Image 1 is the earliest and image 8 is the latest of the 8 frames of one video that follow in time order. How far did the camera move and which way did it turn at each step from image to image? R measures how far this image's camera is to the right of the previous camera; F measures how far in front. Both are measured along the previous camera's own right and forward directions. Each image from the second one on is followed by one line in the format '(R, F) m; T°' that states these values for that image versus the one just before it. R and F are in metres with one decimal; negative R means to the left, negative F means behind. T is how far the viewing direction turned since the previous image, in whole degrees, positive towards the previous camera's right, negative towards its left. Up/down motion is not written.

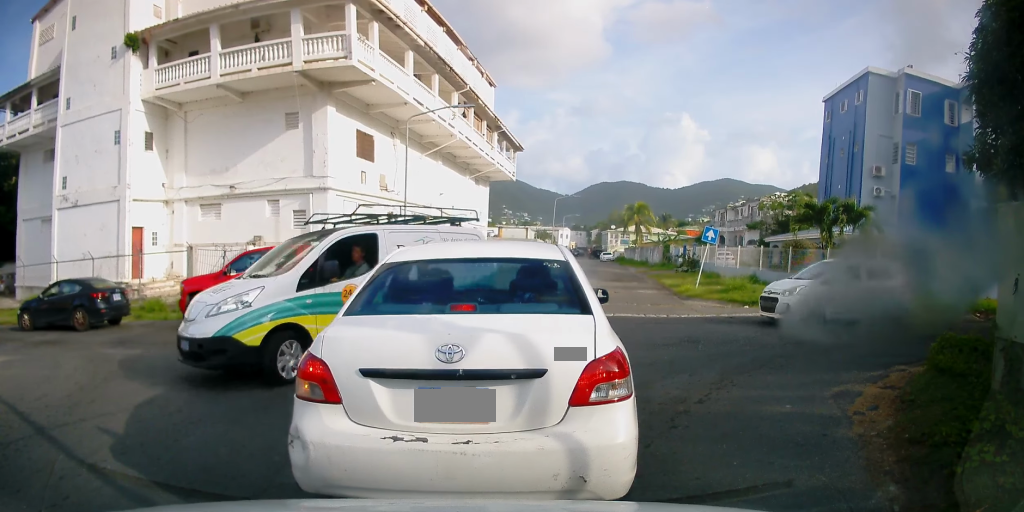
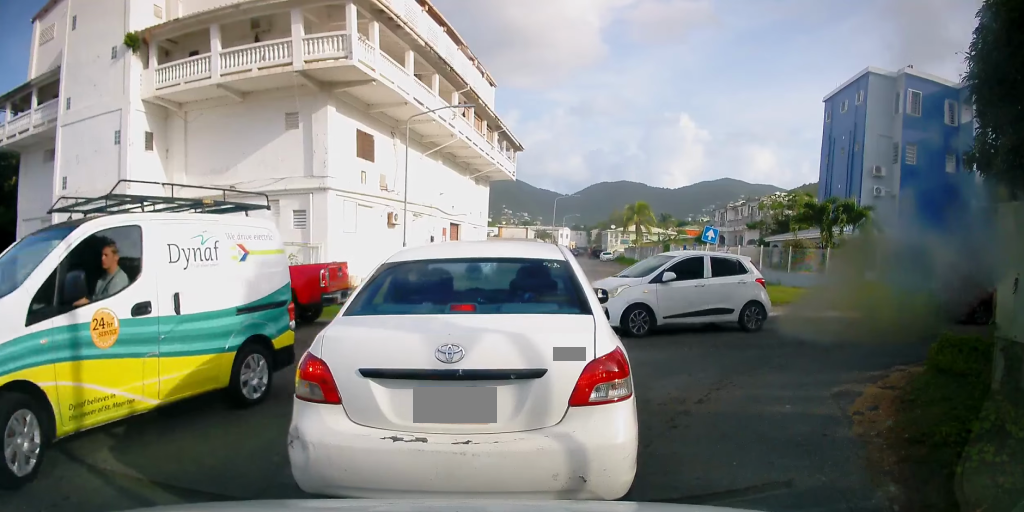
(0.0, -0.2) m; 0°
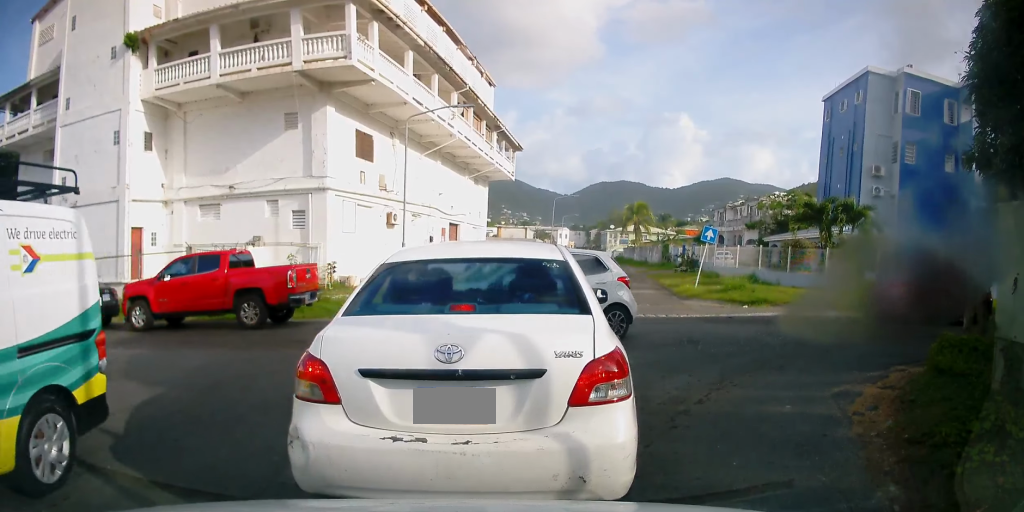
(0.0, 0.0) m; 0°
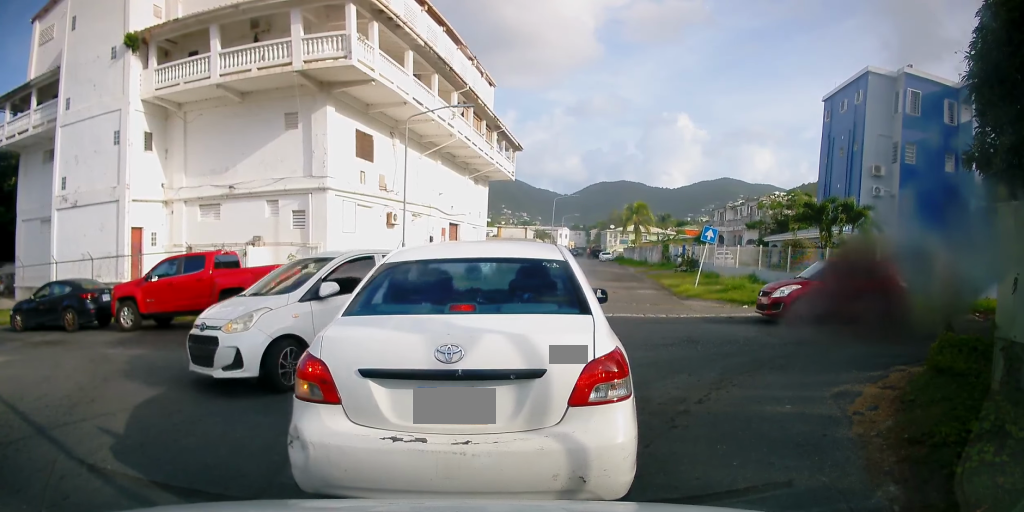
(0.0, 0.0) m; 0°
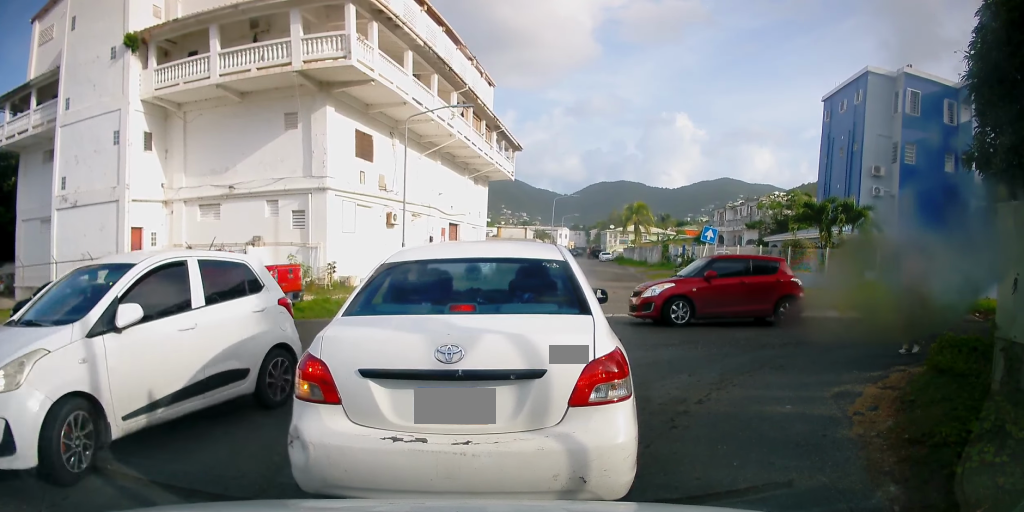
(0.0, 0.0) m; 0°
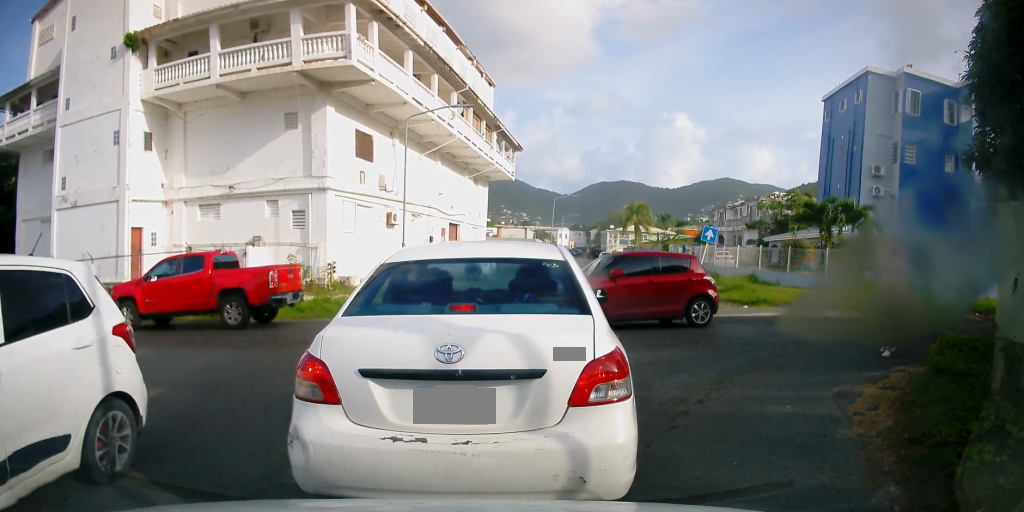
(0.0, 0.0) m; 0°
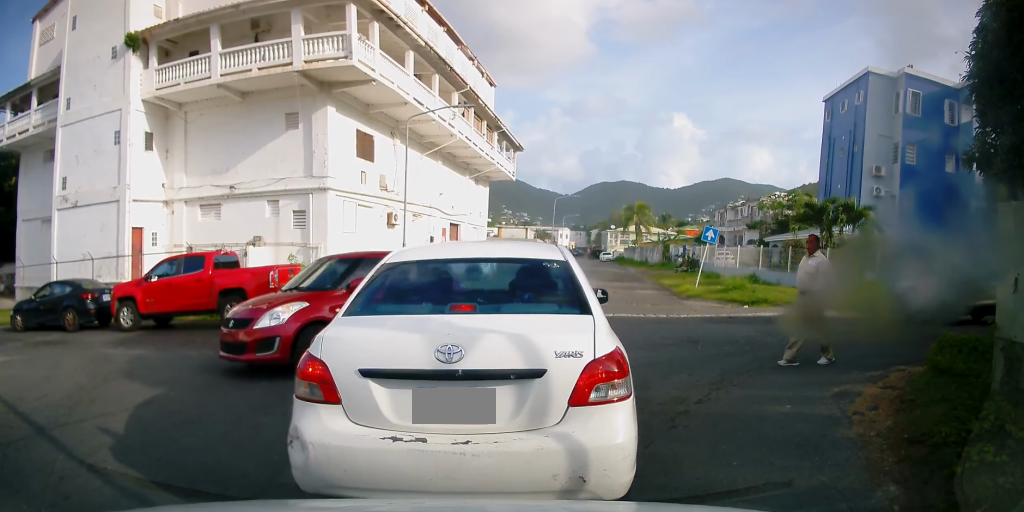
(0.0, 0.0) m; 0°
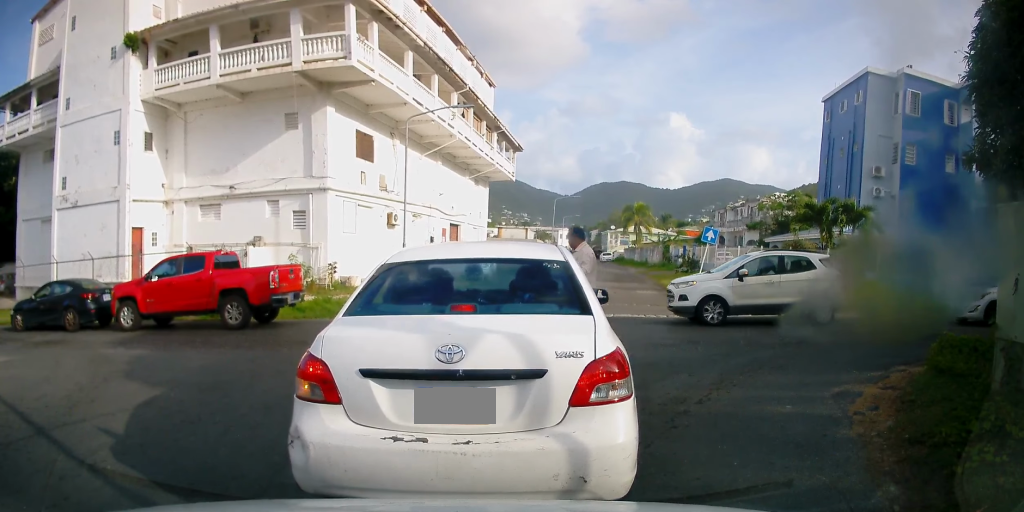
(0.0, 0.0) m; 0°
